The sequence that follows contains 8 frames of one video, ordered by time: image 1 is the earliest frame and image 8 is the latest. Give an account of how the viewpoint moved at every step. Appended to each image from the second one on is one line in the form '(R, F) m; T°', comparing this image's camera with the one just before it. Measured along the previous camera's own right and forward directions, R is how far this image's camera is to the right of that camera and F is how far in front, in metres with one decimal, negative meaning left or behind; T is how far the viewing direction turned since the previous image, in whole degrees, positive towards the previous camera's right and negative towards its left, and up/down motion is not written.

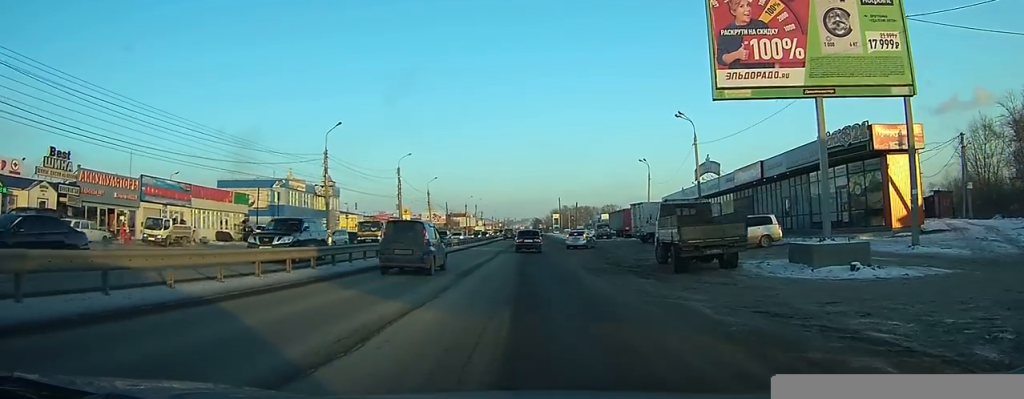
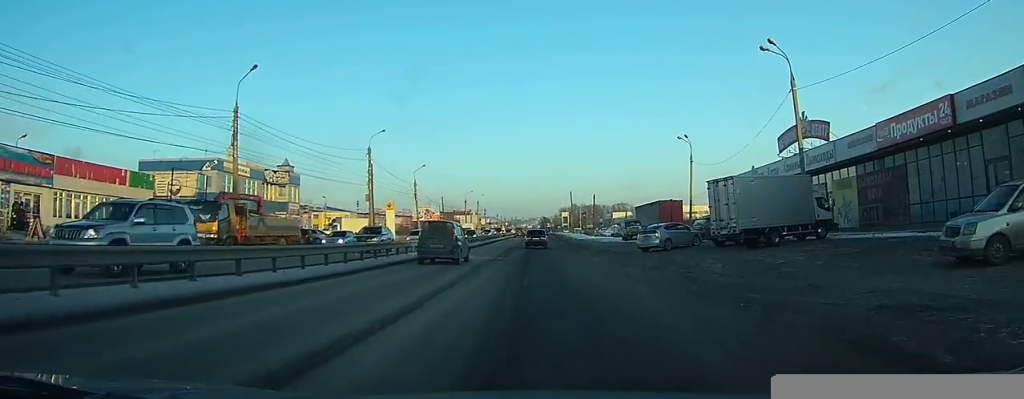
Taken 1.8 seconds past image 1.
(-0.2, +18.0) m; -1°
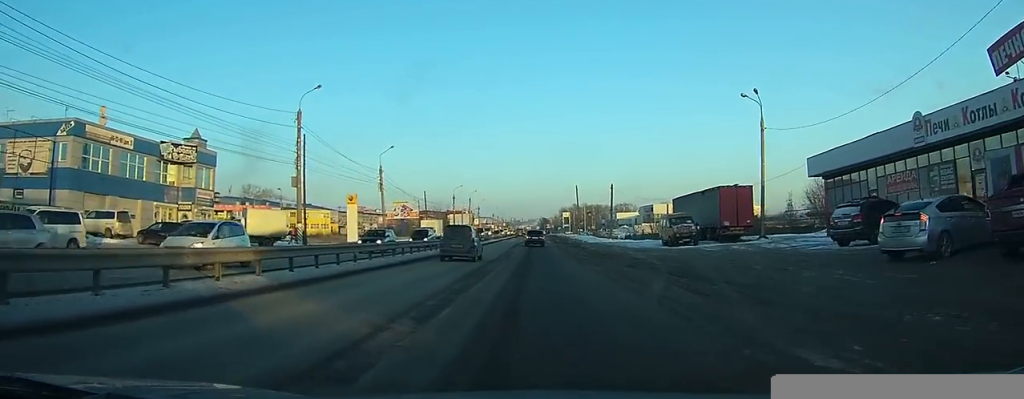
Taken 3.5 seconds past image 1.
(-0.2, +19.9) m; -1°
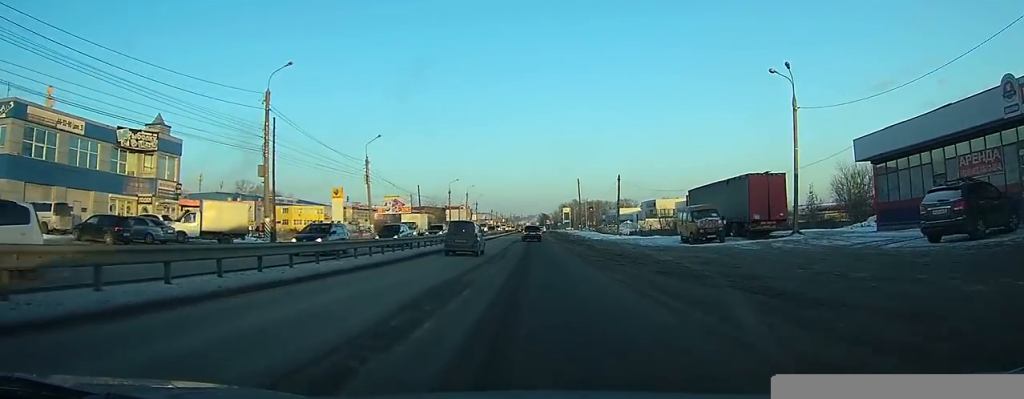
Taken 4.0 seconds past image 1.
(0.0, +5.7) m; 0°
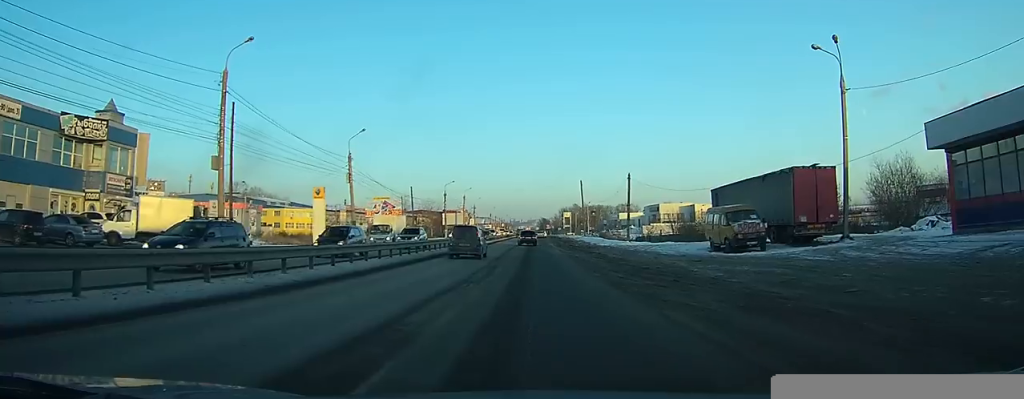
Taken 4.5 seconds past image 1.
(0.0, +6.3) m; 0°
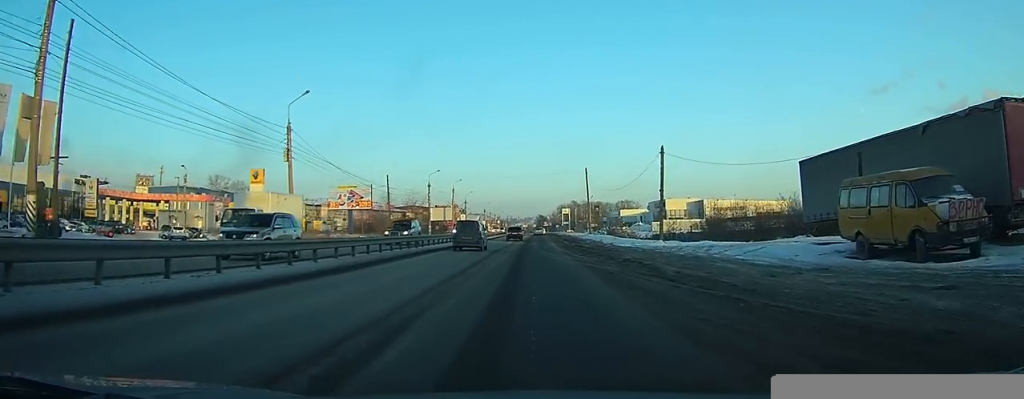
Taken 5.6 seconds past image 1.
(0.0, +14.8) m; 0°
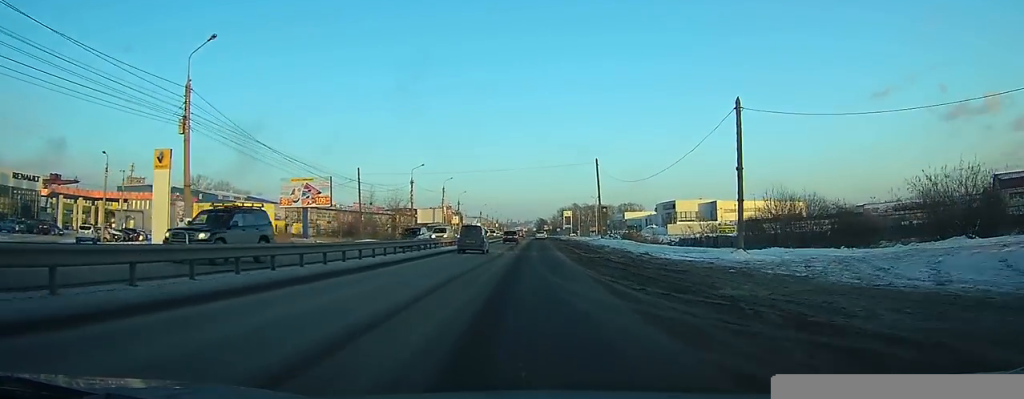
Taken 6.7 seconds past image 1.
(0.0, +14.6) m; 0°
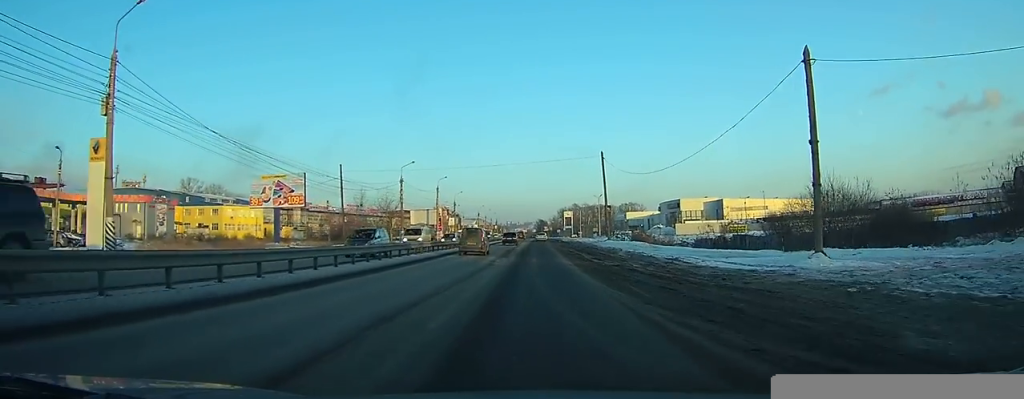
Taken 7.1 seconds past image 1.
(0.0, +6.5) m; 0°
